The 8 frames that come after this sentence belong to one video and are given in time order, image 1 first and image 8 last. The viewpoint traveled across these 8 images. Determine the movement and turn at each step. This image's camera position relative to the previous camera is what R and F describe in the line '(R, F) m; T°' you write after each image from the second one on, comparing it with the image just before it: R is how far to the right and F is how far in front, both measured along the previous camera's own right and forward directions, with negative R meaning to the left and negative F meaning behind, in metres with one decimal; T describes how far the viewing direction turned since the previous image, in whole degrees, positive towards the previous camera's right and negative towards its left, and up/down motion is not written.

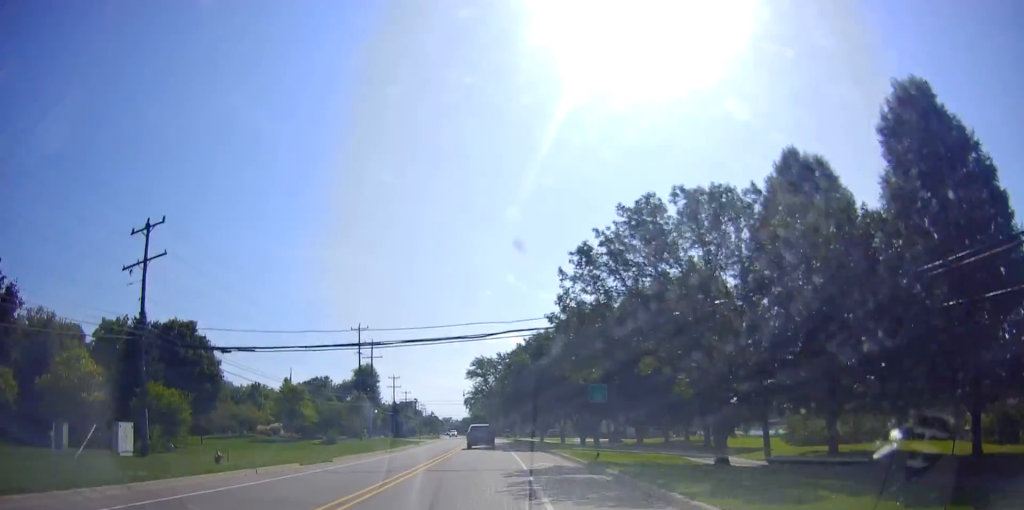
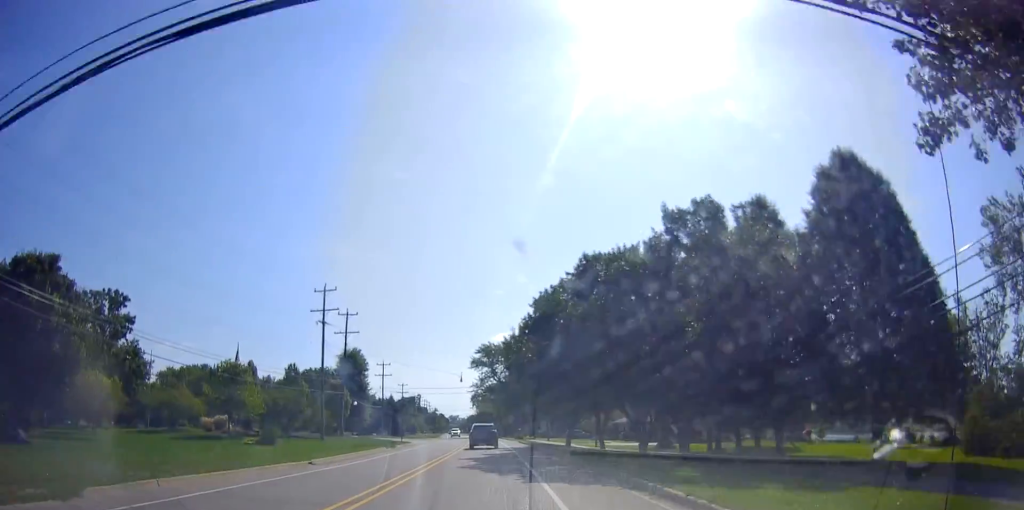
(0.0, +19.9) m; -1°
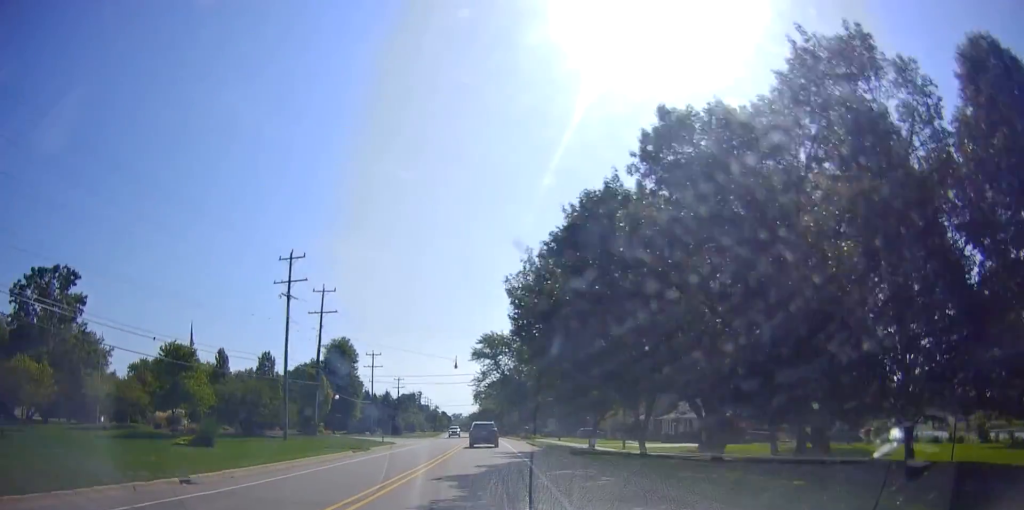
(-0.3, +11.0) m; +1°
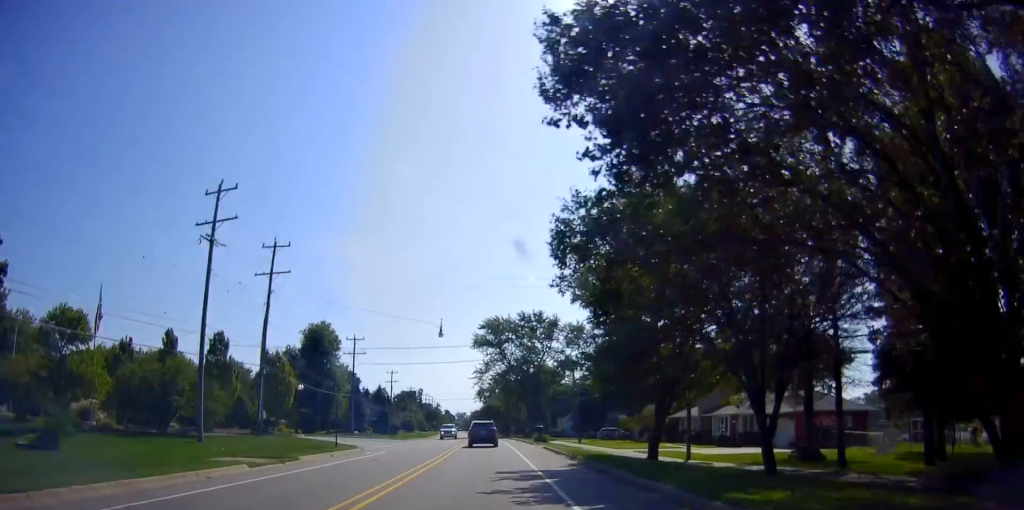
(+0.3, +14.7) m; 0°
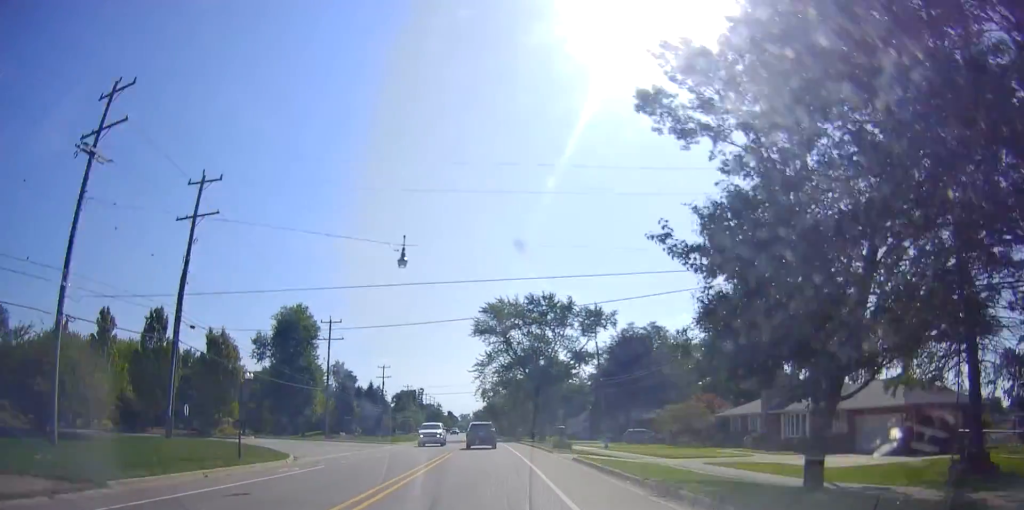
(0.0, +13.1) m; -1°
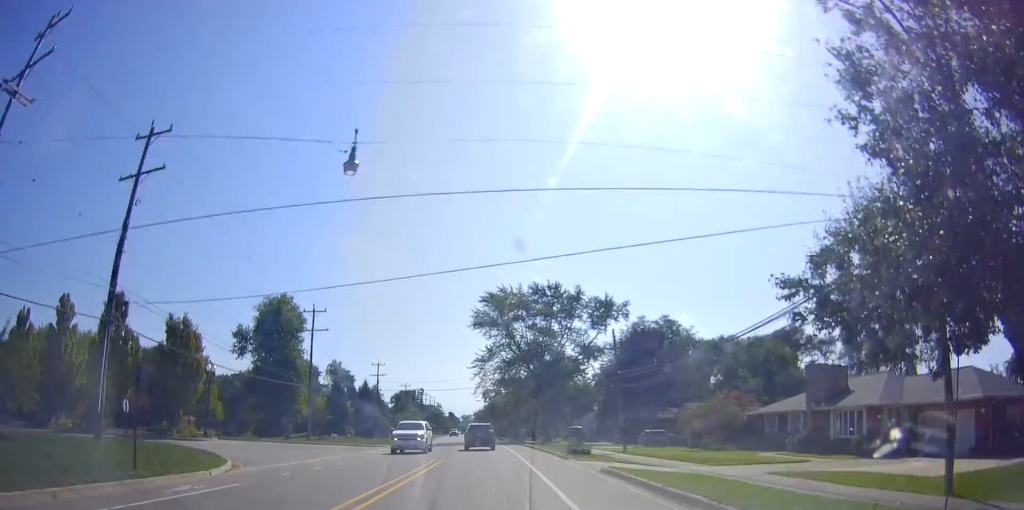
(-0.2, +6.5) m; -1°
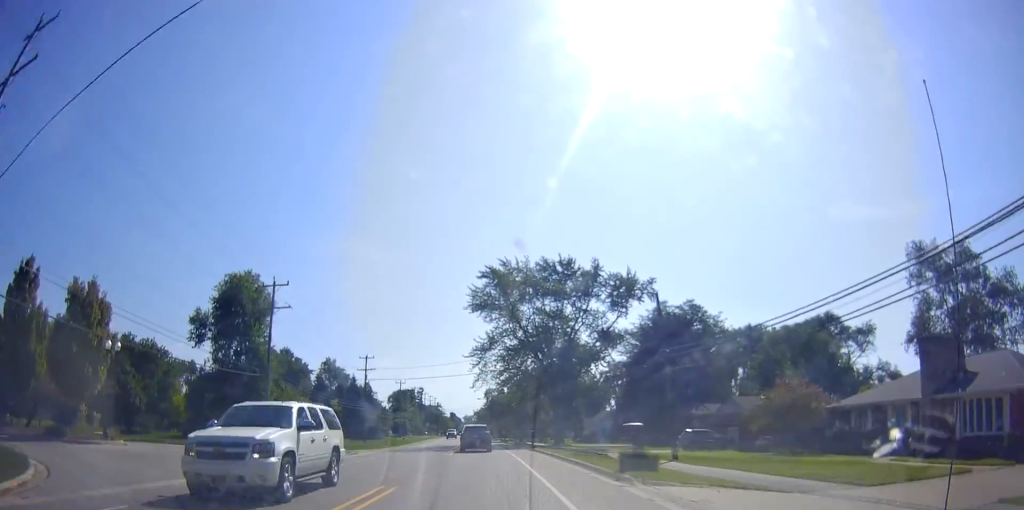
(0.0, +11.4) m; 0°
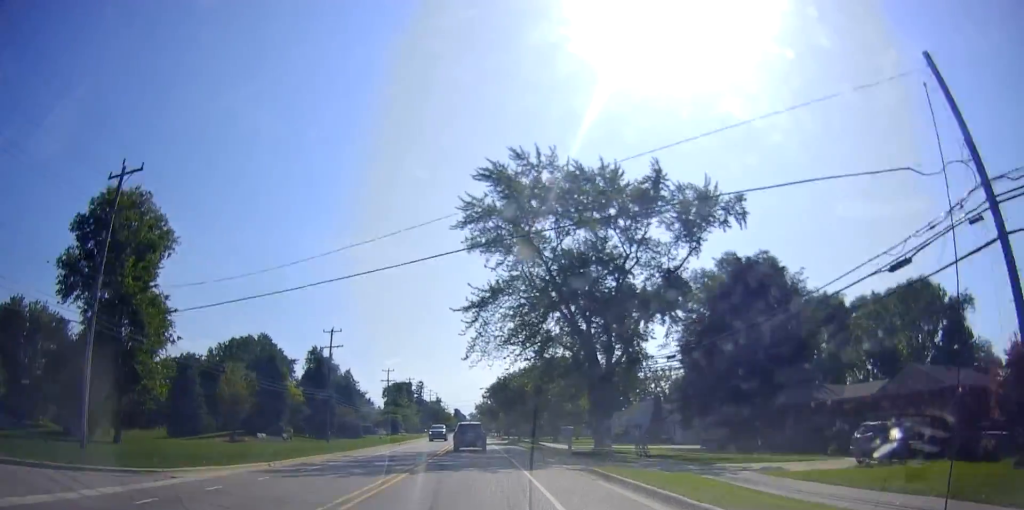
(0.0, +22.8) m; -1°
